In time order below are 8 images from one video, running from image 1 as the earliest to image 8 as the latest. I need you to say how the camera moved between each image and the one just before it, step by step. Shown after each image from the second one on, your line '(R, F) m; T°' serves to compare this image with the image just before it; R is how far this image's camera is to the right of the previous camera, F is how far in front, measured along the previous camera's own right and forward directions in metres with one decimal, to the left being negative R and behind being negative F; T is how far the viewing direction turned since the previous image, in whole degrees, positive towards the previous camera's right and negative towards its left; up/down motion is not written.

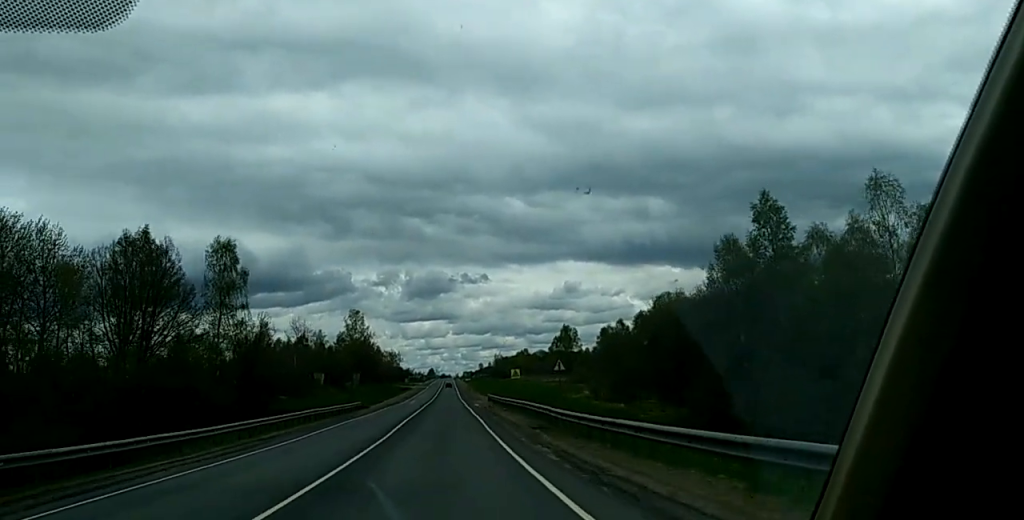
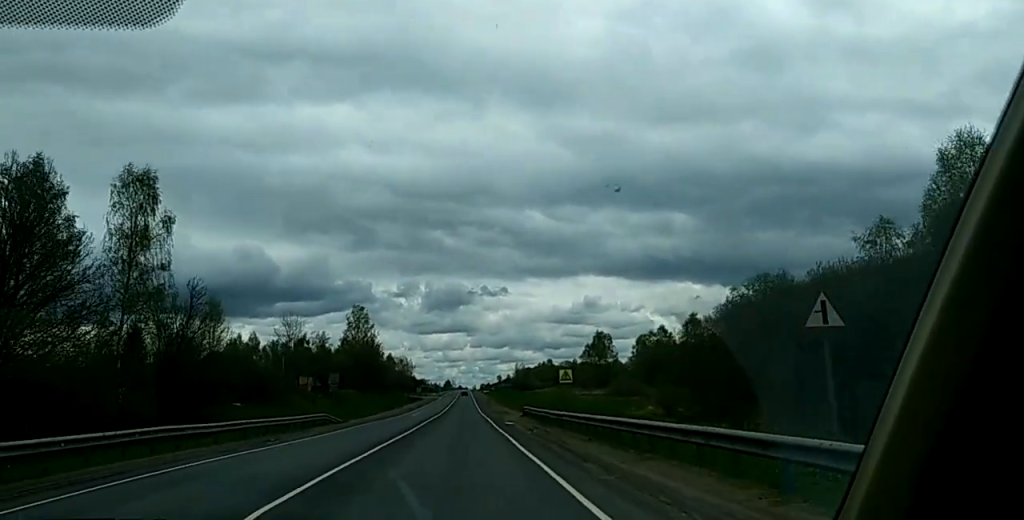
(-0.8, +30.8) m; -1°
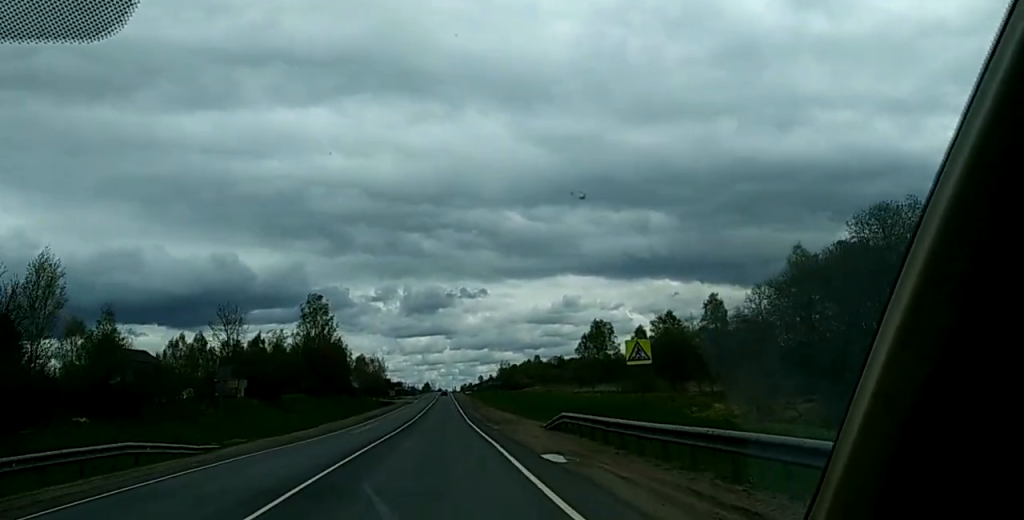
(+0.5, +28.9) m; +1°
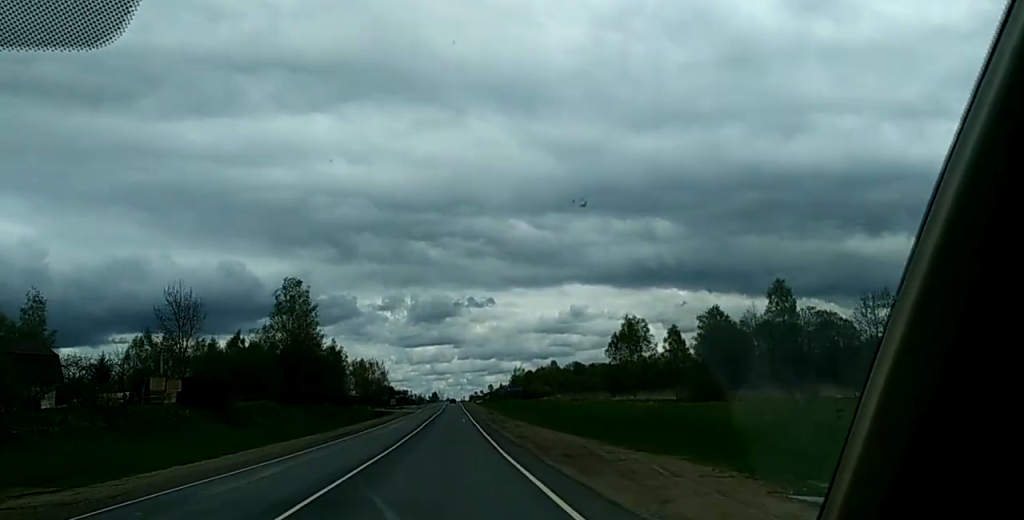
(0.0, +27.9) m; 0°
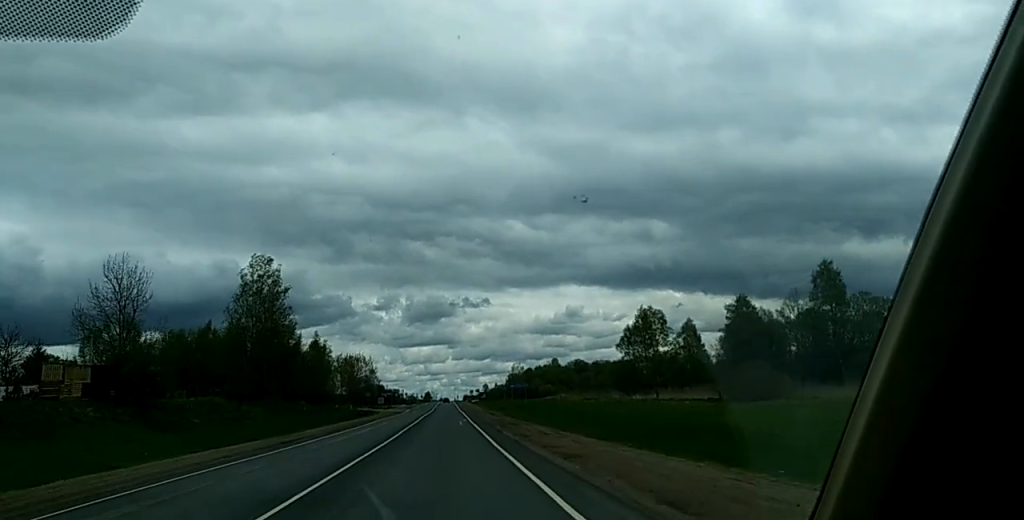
(+0.1, +17.4) m; -1°
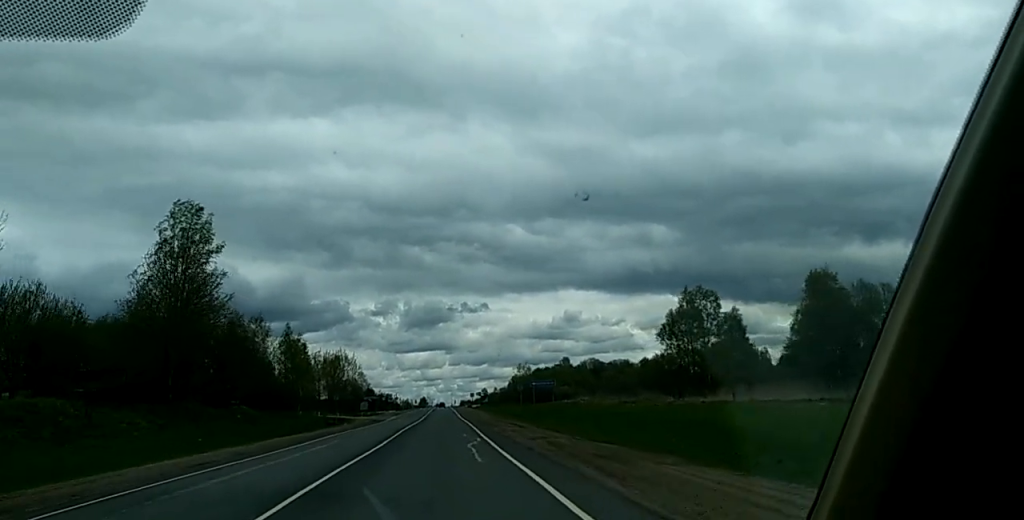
(-0.4, +30.1) m; 0°
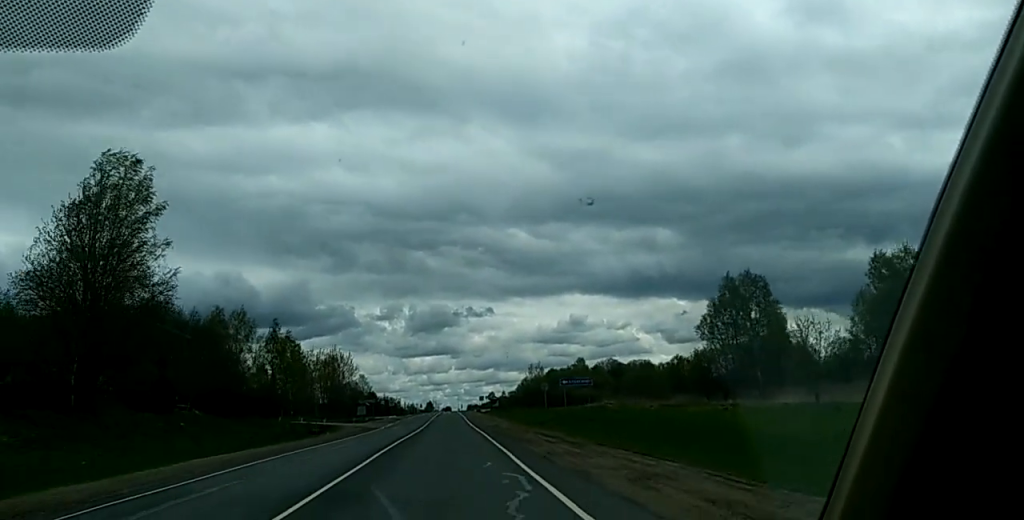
(+0.3, +16.6) m; +2°
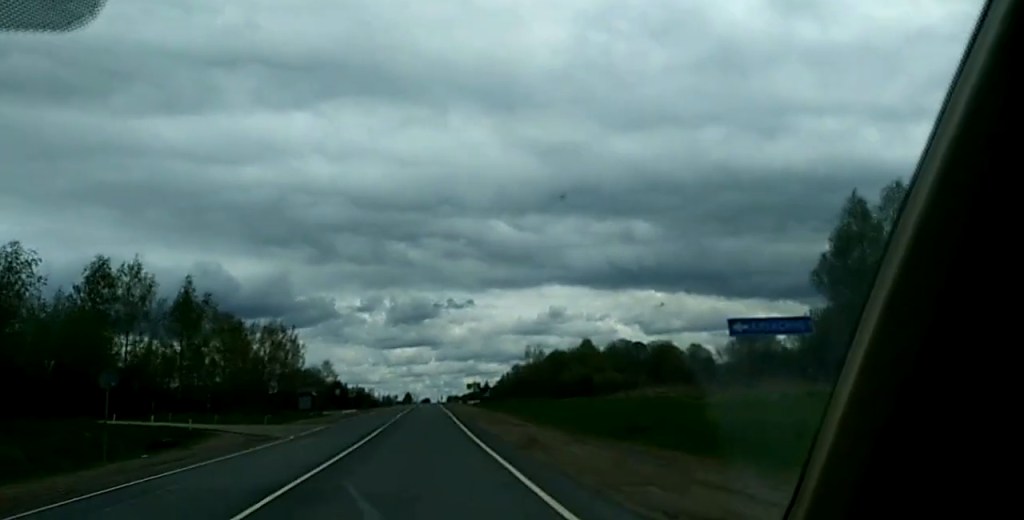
(+0.5, +38.9) m; 0°
